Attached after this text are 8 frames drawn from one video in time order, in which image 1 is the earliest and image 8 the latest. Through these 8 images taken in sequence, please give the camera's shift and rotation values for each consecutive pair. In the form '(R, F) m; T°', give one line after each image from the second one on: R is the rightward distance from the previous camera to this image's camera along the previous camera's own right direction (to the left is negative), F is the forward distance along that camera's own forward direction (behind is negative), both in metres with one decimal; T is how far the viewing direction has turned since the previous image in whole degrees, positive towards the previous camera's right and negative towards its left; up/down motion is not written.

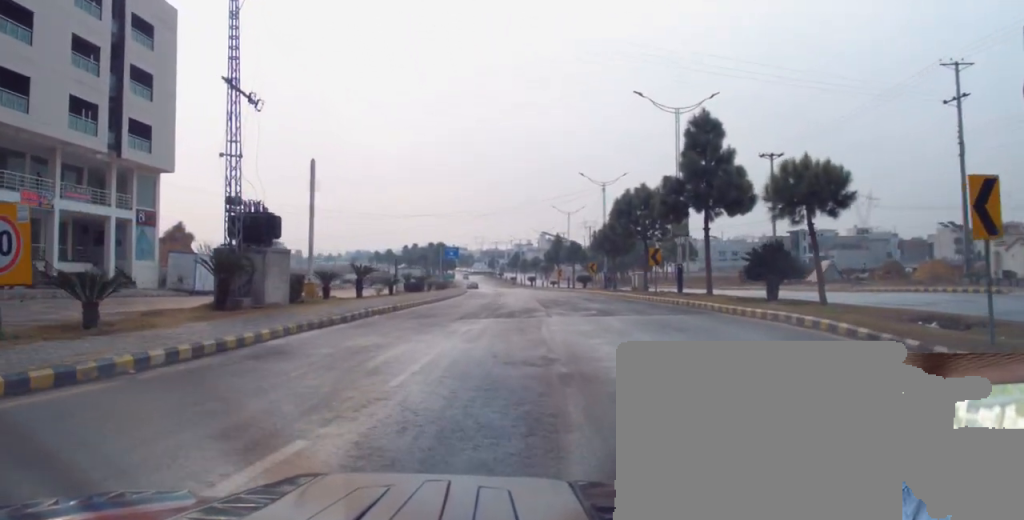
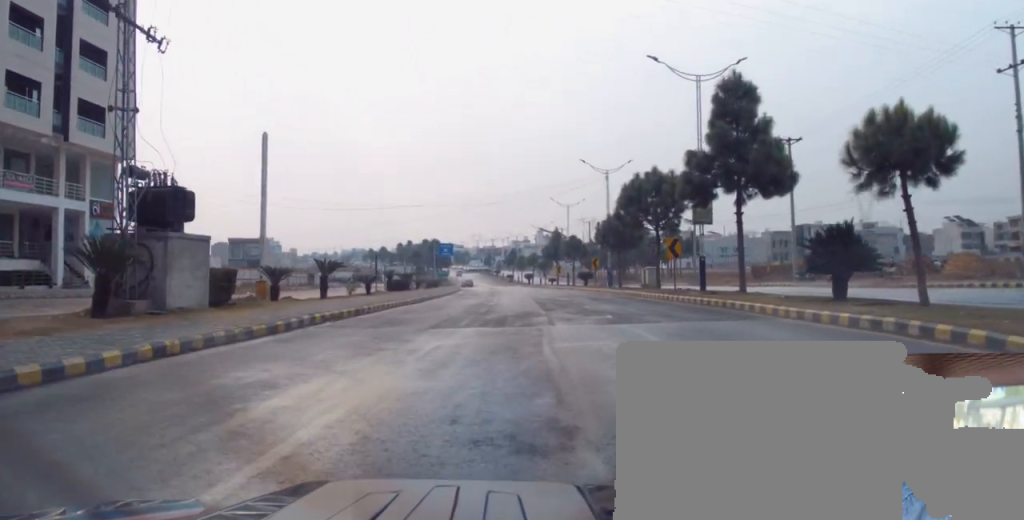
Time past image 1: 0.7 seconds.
(-0.1, +5.9) m; -2°
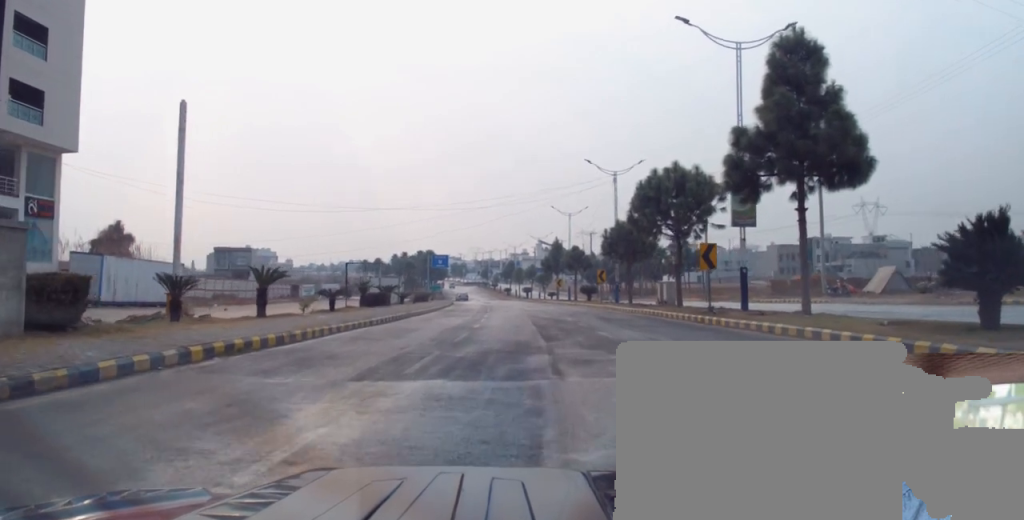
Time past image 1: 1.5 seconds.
(-0.1, +6.6) m; 0°
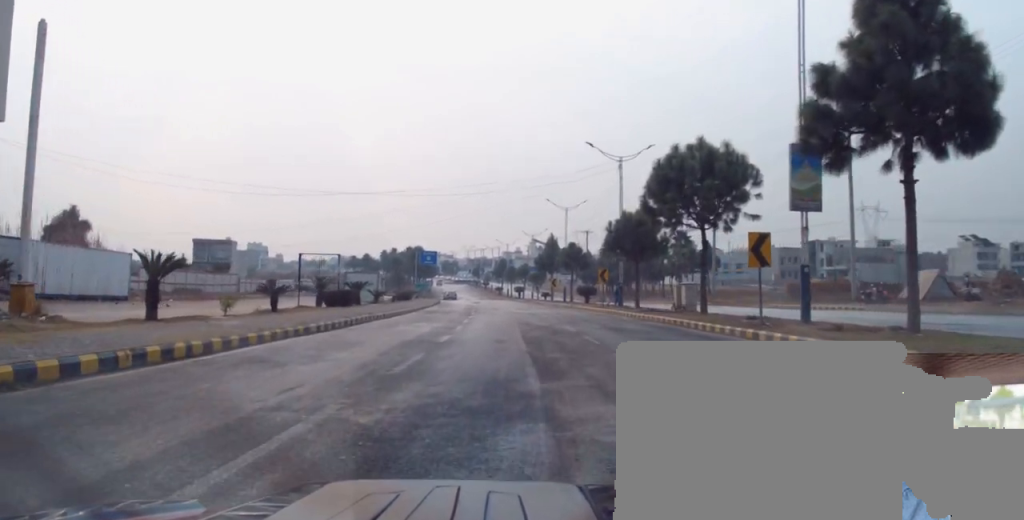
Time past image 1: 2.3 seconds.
(+0.1, +6.8) m; 0°
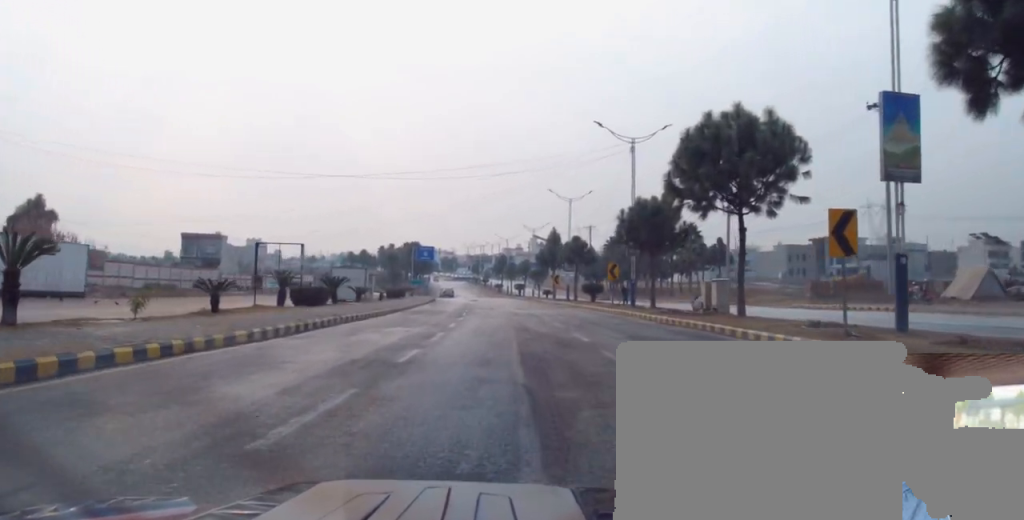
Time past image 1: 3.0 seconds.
(+0.2, +5.5) m; -1°
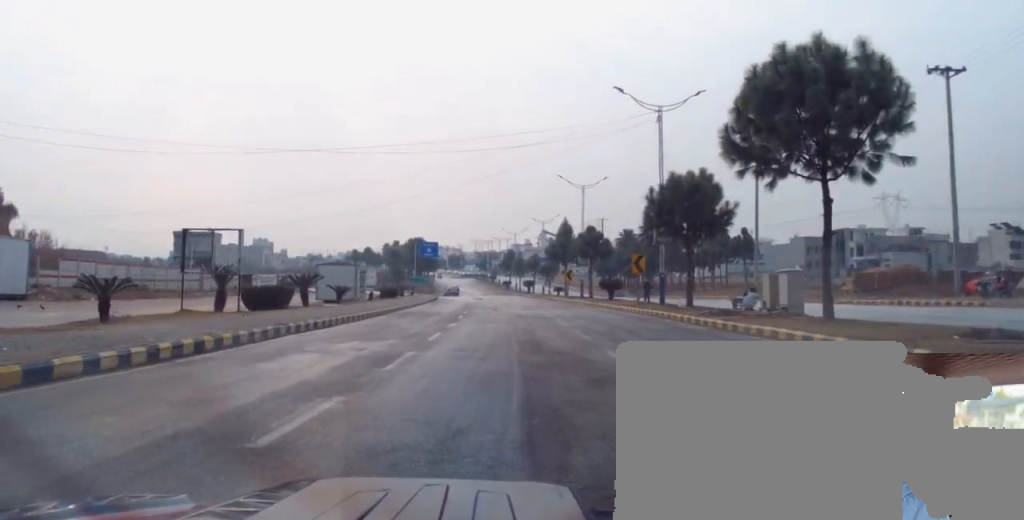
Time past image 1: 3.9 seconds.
(-0.5, +6.7) m; -2°
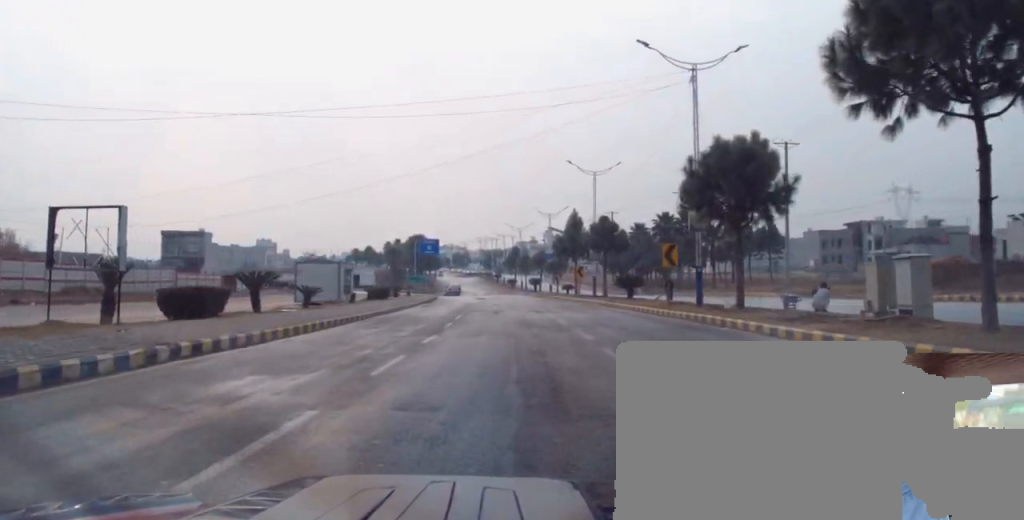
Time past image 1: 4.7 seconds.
(+0.2, +6.6) m; +4°
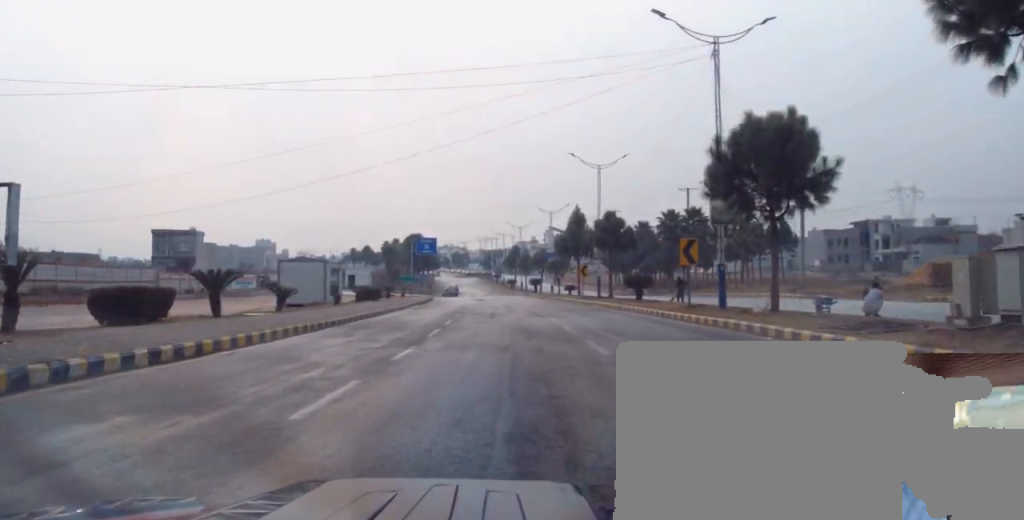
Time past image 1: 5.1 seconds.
(+0.1, +3.7) m; +1°
